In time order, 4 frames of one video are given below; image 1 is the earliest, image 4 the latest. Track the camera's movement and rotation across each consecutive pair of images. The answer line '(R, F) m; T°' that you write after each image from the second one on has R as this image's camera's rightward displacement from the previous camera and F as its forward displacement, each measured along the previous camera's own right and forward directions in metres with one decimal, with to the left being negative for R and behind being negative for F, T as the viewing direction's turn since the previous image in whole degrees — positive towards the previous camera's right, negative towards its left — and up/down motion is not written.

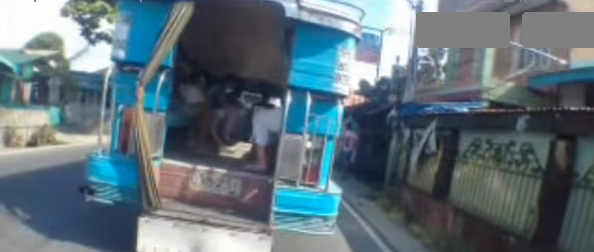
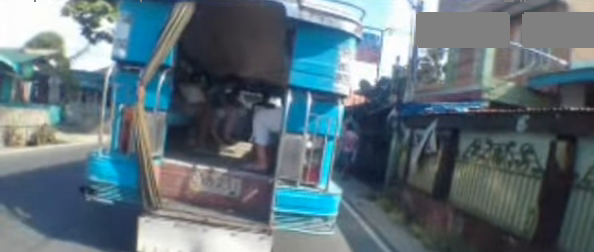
(0.0, 0.0) m; 0°
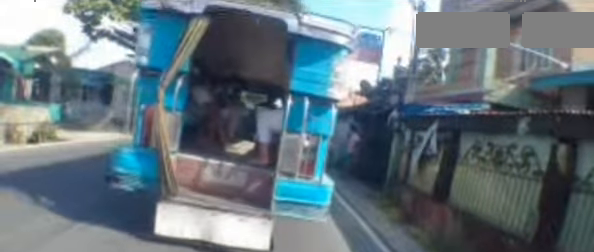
(0.0, 0.0) m; 0°
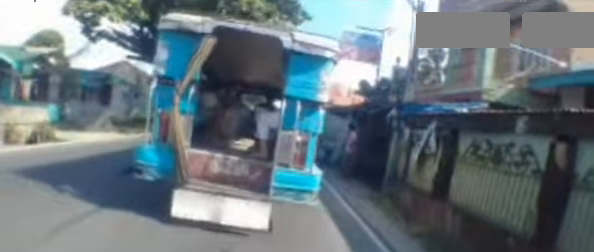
(0.0, 0.0) m; 0°
